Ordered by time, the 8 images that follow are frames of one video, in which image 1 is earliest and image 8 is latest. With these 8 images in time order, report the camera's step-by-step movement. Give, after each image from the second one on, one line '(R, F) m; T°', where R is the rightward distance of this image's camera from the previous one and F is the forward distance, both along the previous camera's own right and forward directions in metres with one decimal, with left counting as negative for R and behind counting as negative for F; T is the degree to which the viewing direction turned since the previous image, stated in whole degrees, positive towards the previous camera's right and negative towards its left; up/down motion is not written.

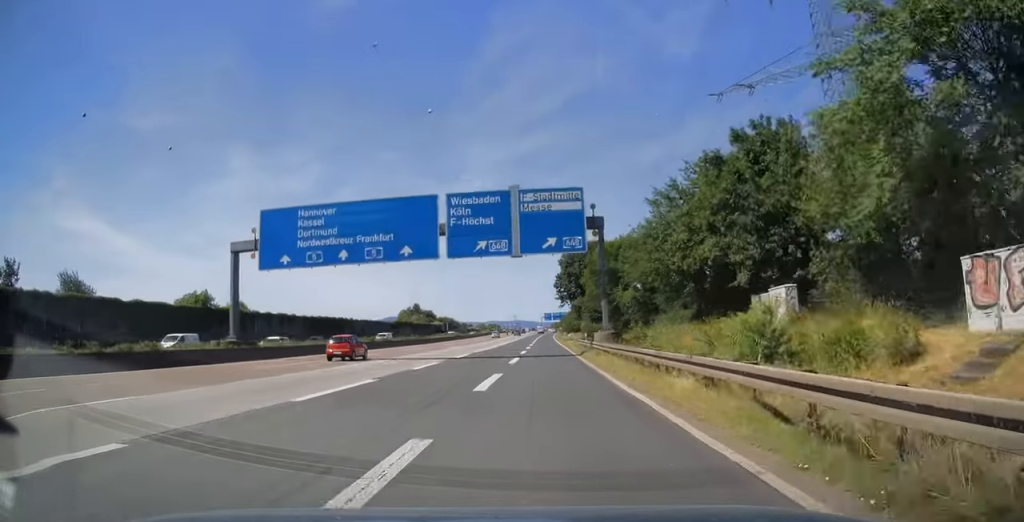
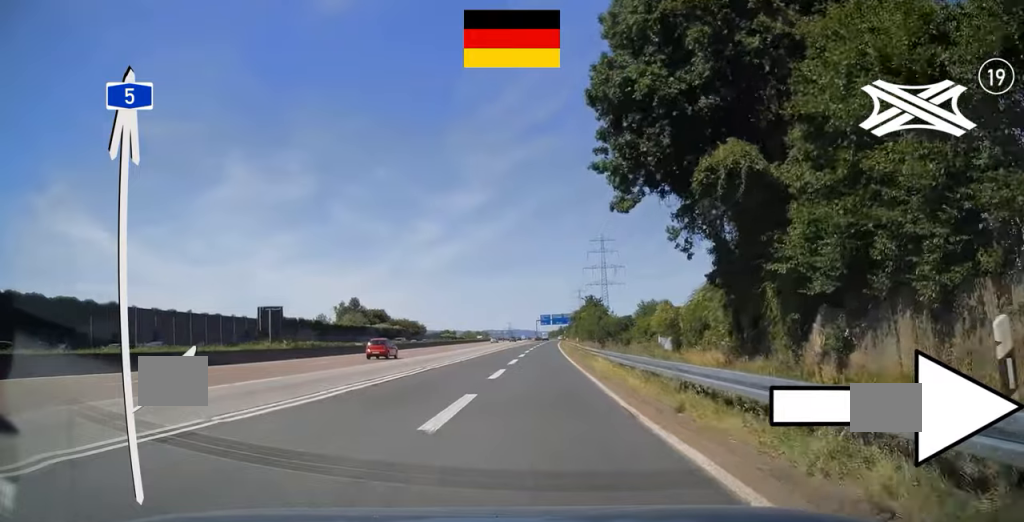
(+0.3, +81.7) m; 0°
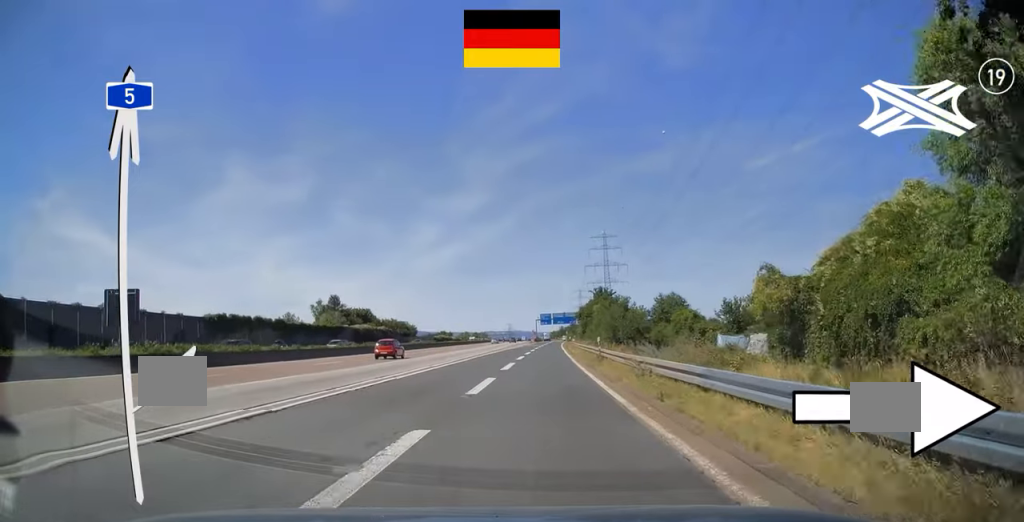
(-0.1, +17.9) m; 0°
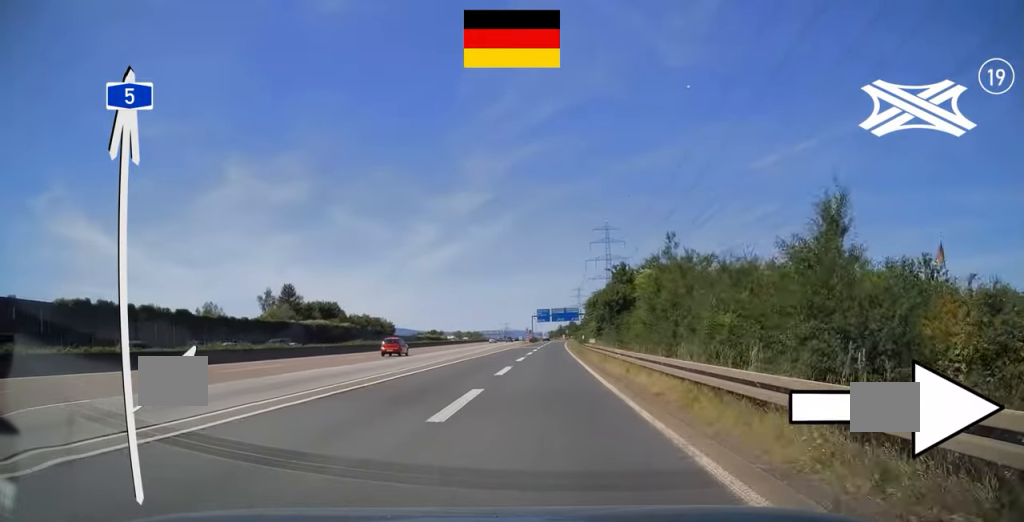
(0.0, +28.7) m; 0°
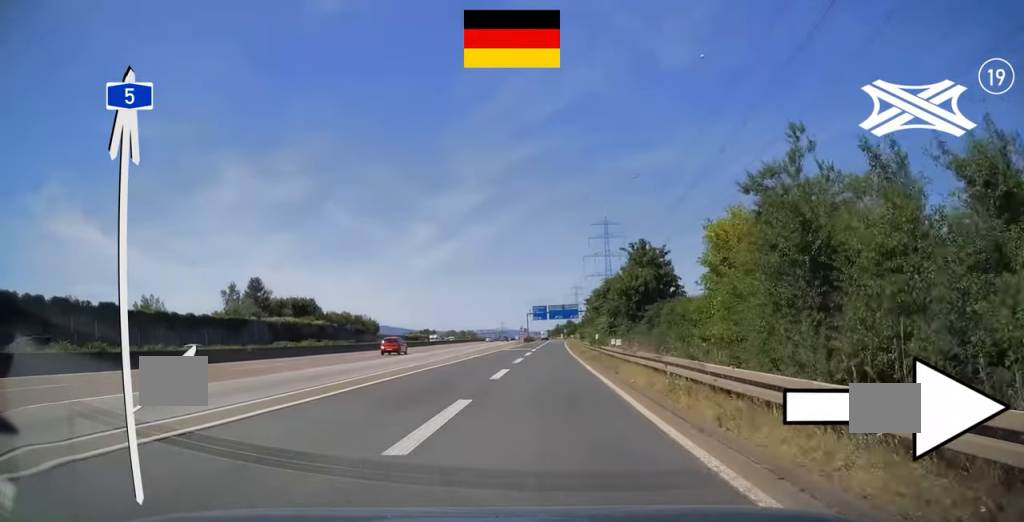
(+0.1, +14.6) m; 0°
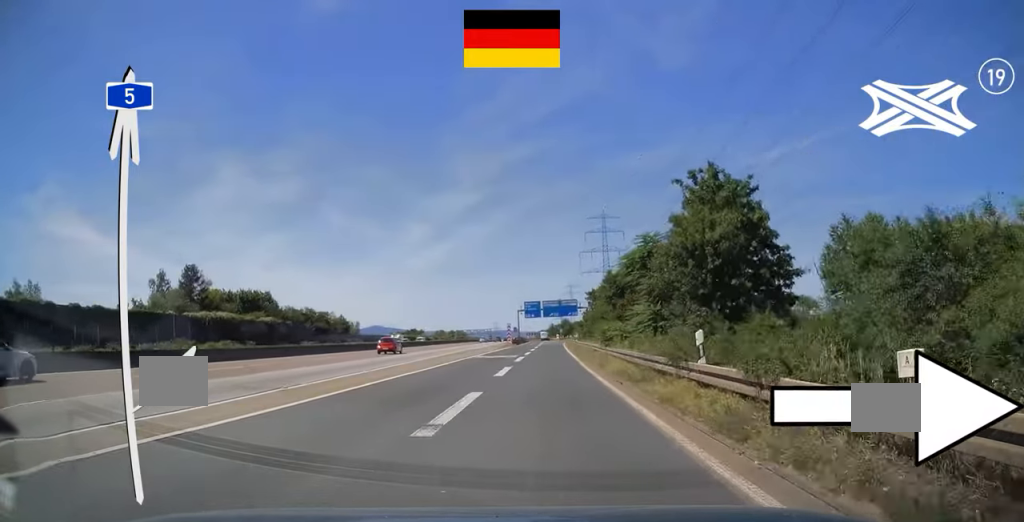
(+0.1, +22.1) m; 0°
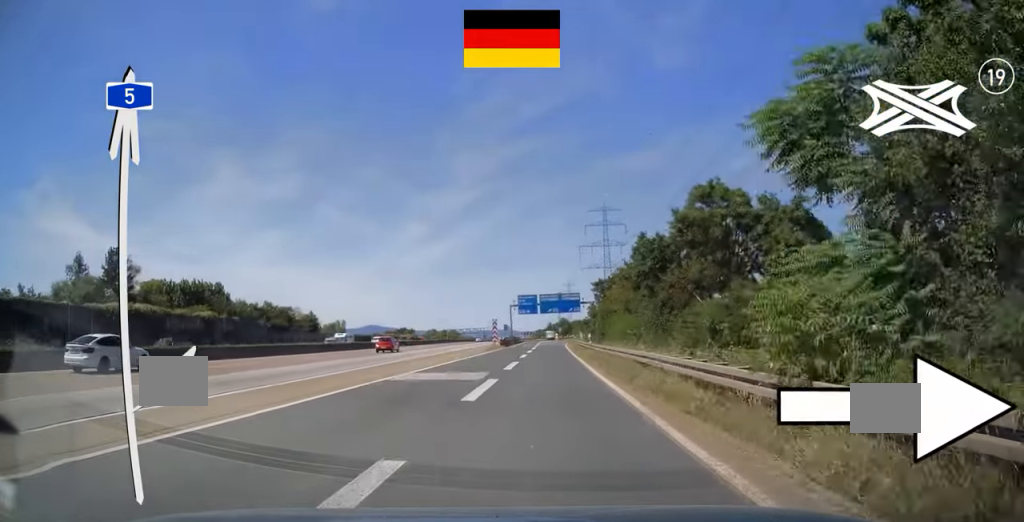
(+0.1, +20.2) m; 0°
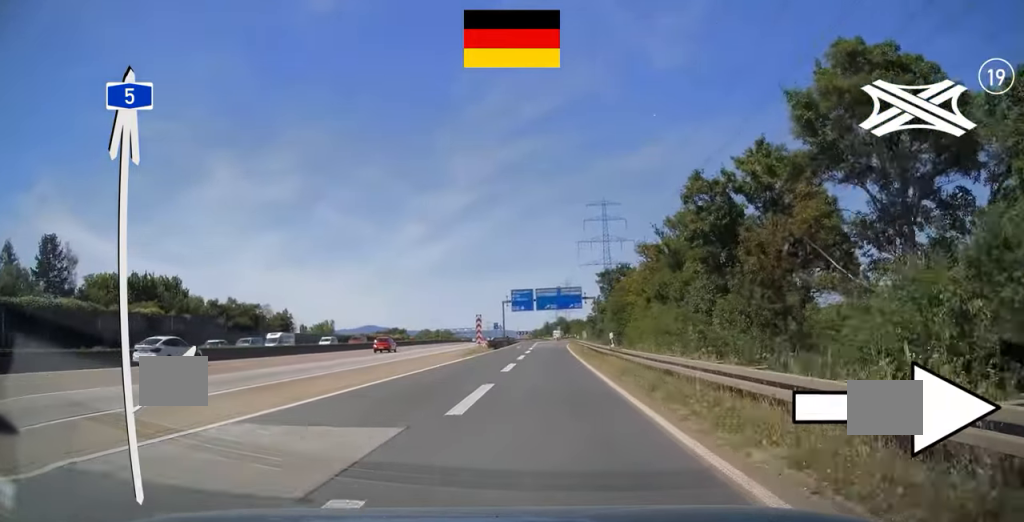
(0.0, +13.7) m; 0°
